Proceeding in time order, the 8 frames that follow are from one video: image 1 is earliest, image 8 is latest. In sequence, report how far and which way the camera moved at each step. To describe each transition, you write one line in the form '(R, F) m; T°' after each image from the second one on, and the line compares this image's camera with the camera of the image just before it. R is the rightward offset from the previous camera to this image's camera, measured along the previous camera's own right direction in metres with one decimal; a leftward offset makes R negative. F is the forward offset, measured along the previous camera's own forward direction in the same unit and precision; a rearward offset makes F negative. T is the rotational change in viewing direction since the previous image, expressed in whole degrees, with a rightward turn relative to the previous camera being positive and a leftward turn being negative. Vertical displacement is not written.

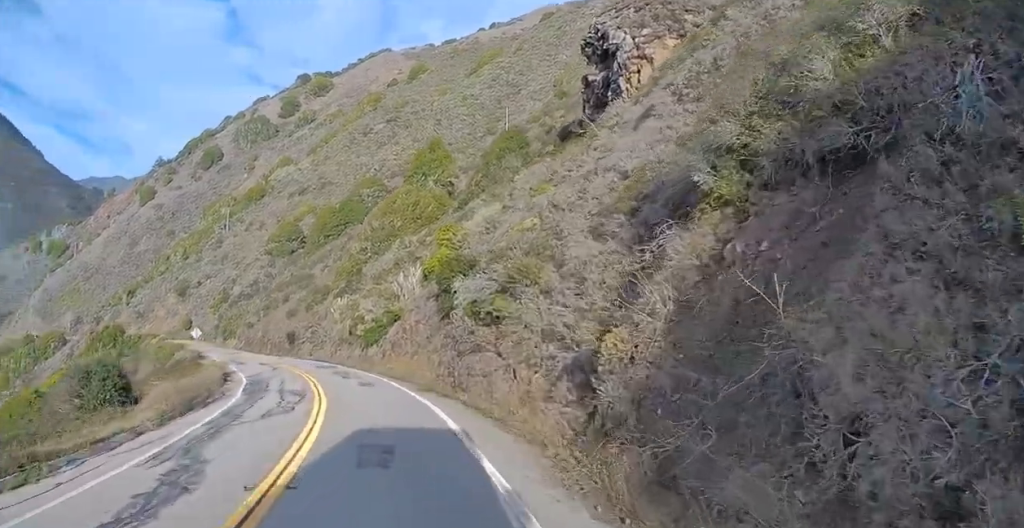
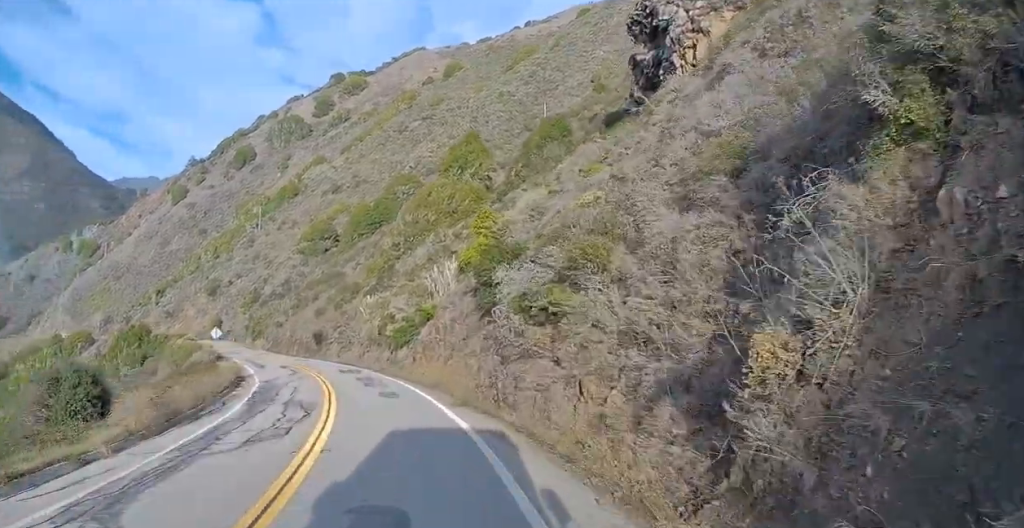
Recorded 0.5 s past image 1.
(-0.1, +5.1) m; -1°
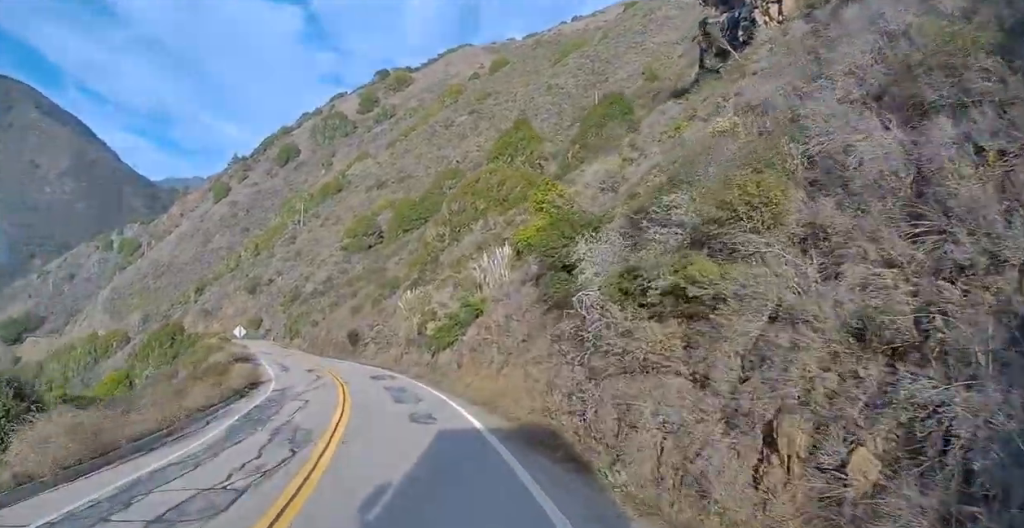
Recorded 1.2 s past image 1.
(-0.1, +7.3) m; -1°
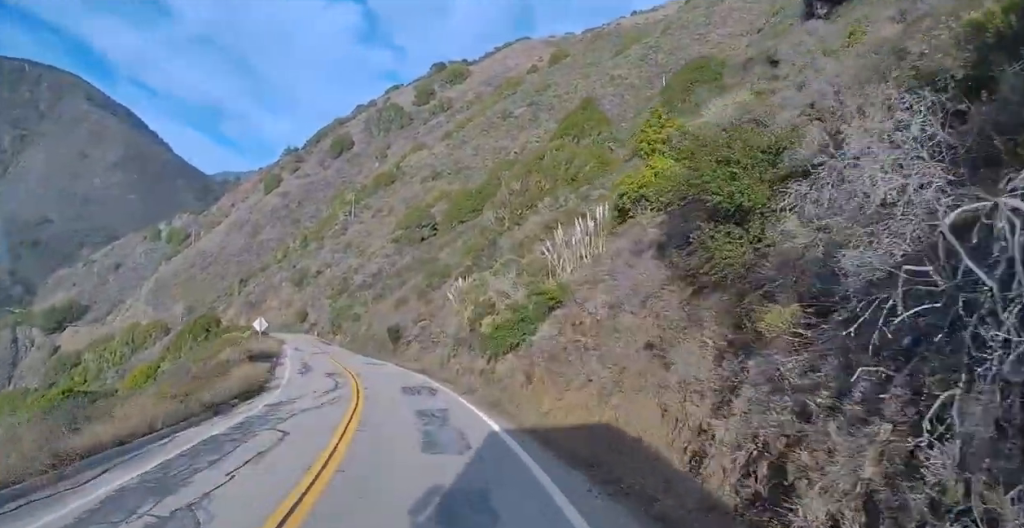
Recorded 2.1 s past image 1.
(0.0, +9.5) m; -1°
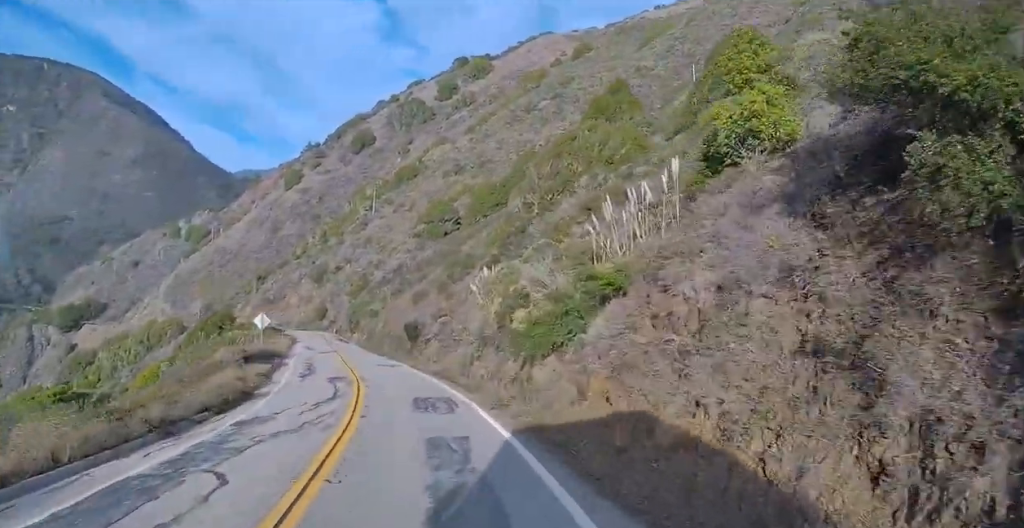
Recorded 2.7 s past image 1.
(-0.1, +5.6) m; -6°
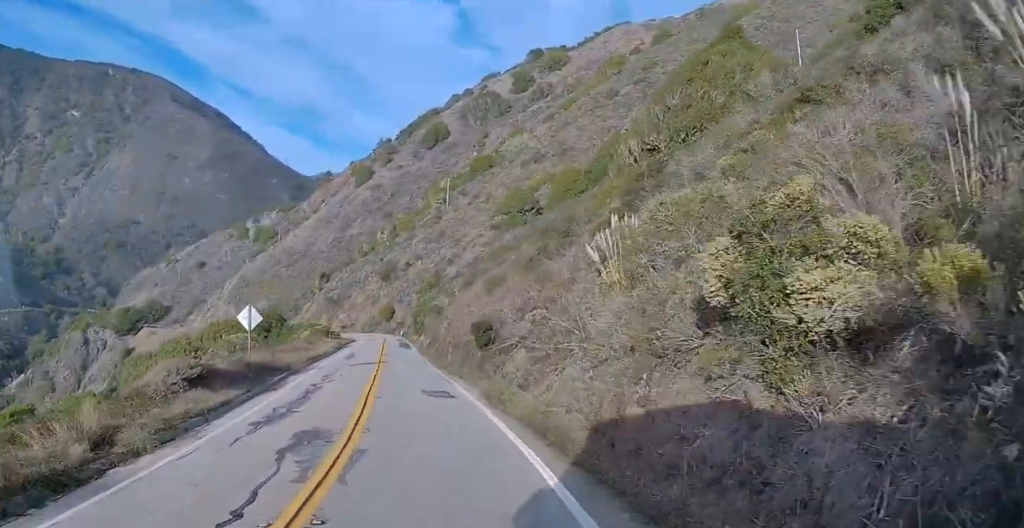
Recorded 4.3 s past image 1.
(-2.8, +16.0) m; -13°
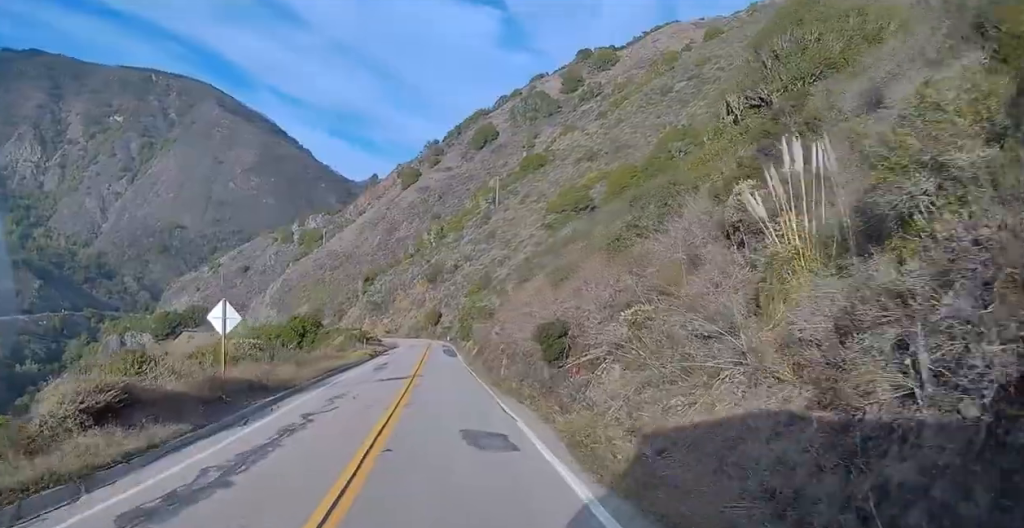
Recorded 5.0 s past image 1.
(-0.4, +8.5) m; -1°
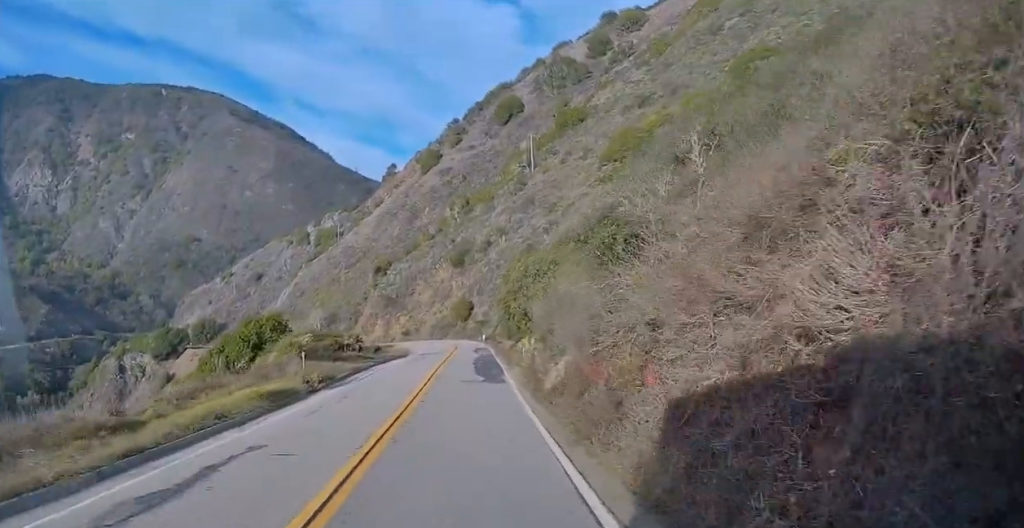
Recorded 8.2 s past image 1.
(-0.4, +35.9) m; -3°
